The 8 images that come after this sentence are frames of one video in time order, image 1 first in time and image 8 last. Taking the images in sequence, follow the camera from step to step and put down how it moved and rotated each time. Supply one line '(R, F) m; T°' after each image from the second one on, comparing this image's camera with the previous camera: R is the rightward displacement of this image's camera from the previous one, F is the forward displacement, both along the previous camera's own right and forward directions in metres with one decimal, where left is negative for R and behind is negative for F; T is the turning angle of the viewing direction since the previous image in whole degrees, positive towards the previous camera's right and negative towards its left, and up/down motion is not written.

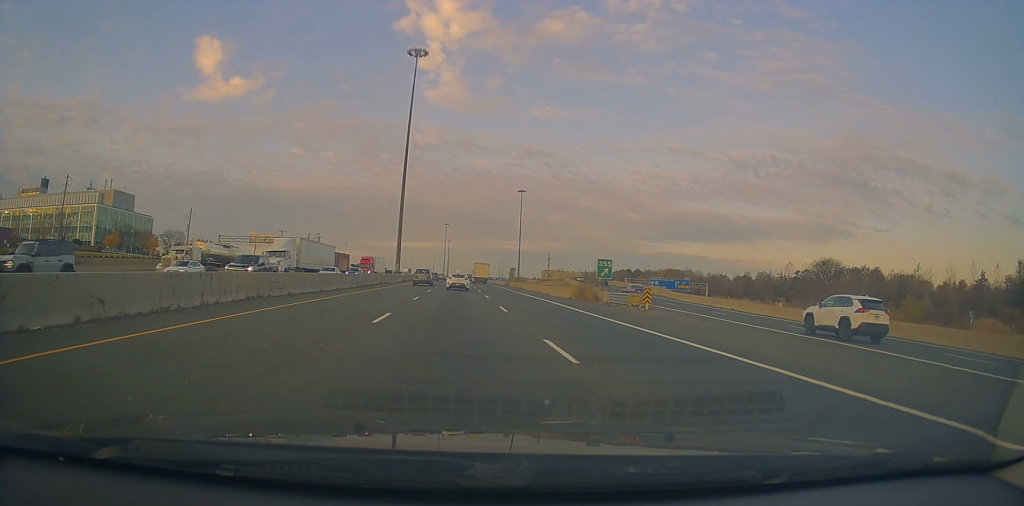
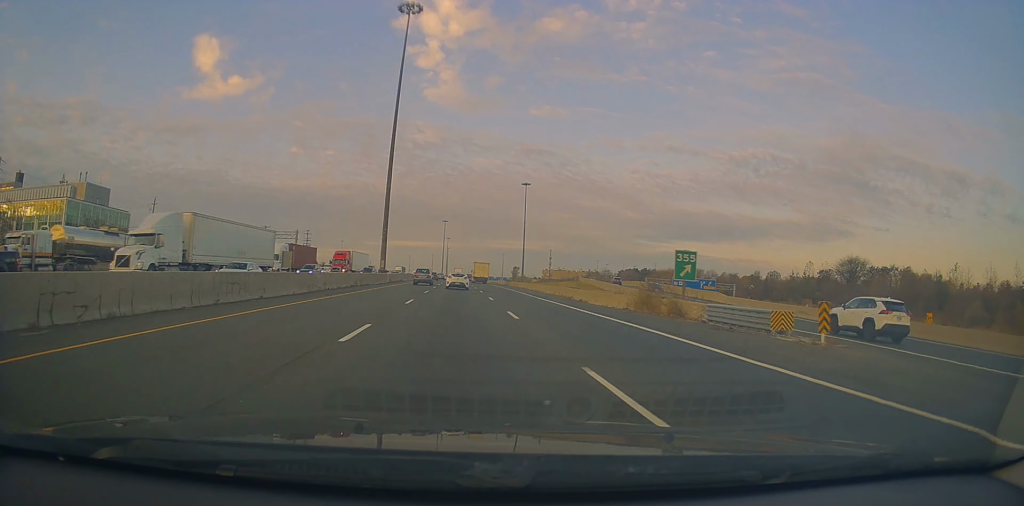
(0.0, +15.9) m; 0°
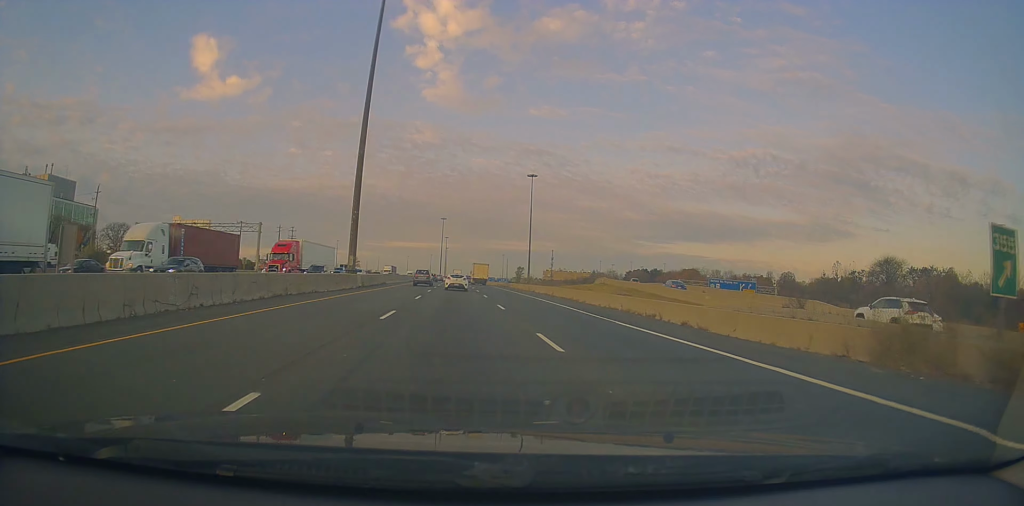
(0.0, +19.3) m; -1°
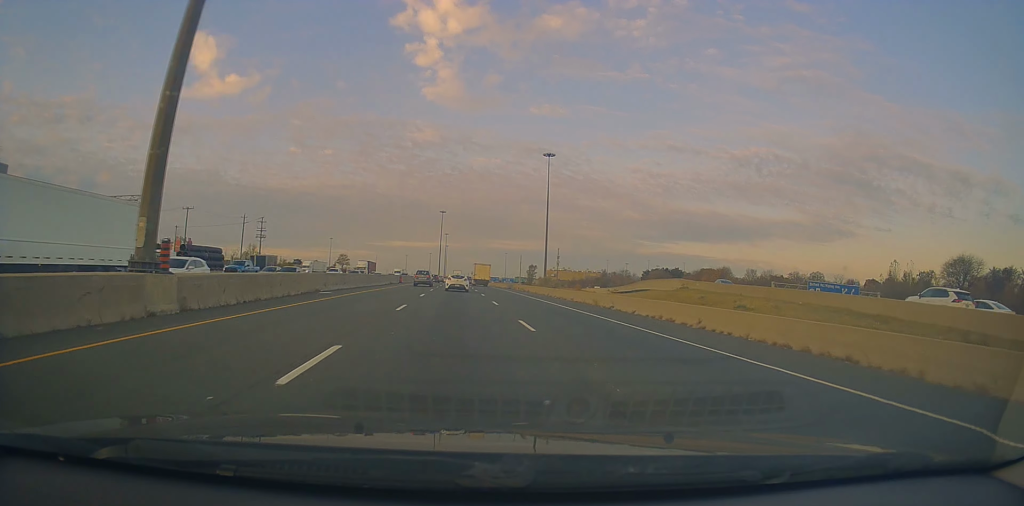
(-0.1, +32.9) m; +1°
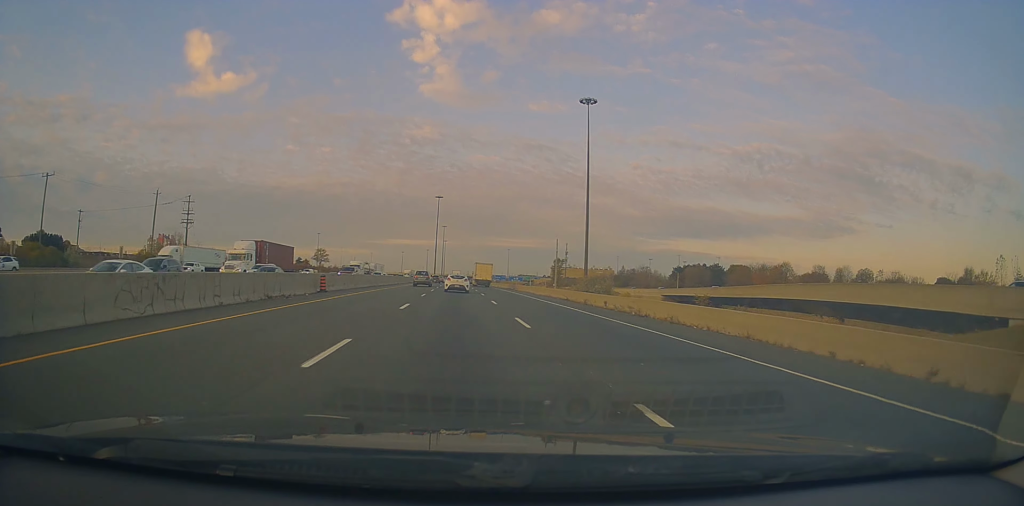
(+1.1, +48.1) m; 0°
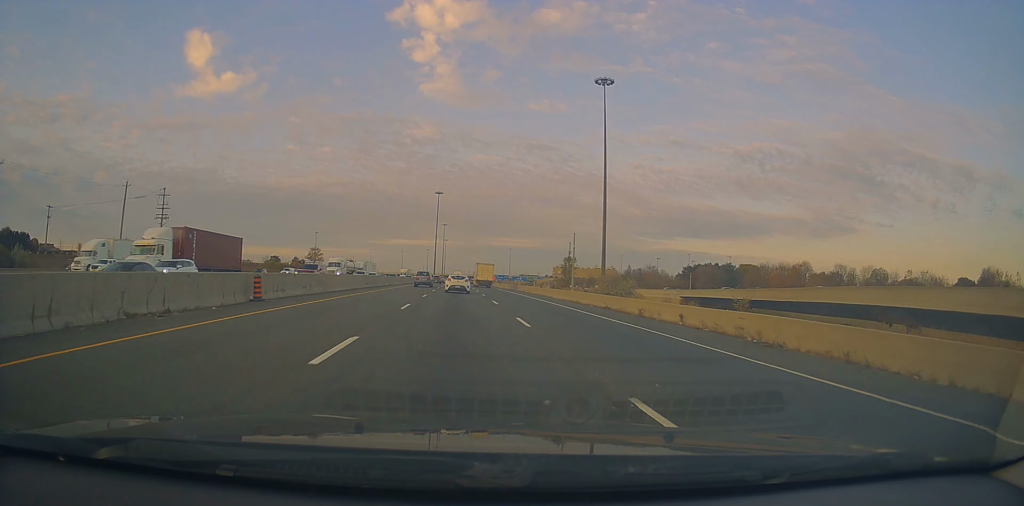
(-0.3, +11.9) m; -1°
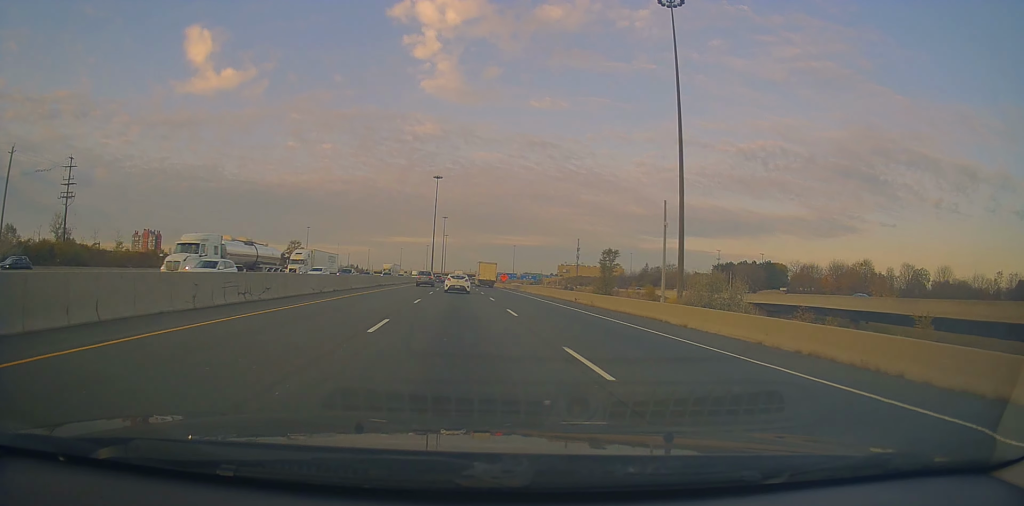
(0.0, +32.0) m; +1°
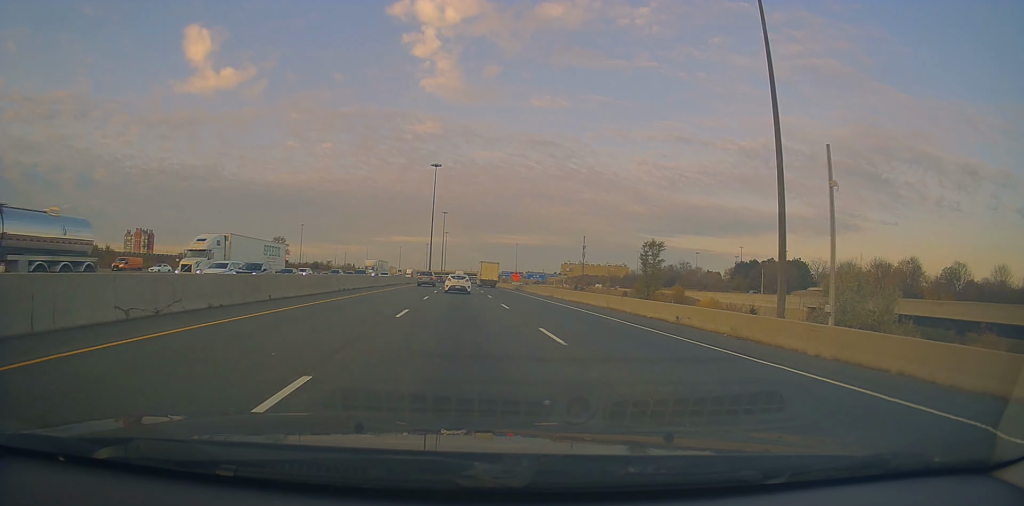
(+0.1, +20.2) m; 0°
